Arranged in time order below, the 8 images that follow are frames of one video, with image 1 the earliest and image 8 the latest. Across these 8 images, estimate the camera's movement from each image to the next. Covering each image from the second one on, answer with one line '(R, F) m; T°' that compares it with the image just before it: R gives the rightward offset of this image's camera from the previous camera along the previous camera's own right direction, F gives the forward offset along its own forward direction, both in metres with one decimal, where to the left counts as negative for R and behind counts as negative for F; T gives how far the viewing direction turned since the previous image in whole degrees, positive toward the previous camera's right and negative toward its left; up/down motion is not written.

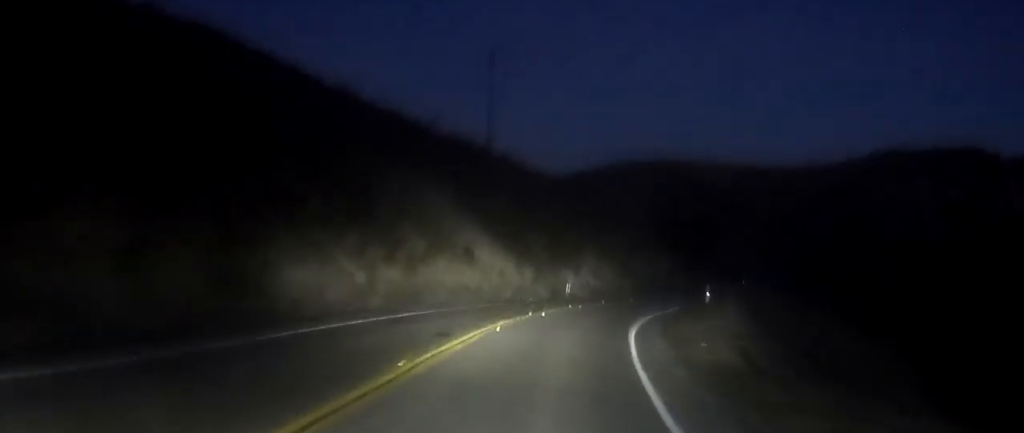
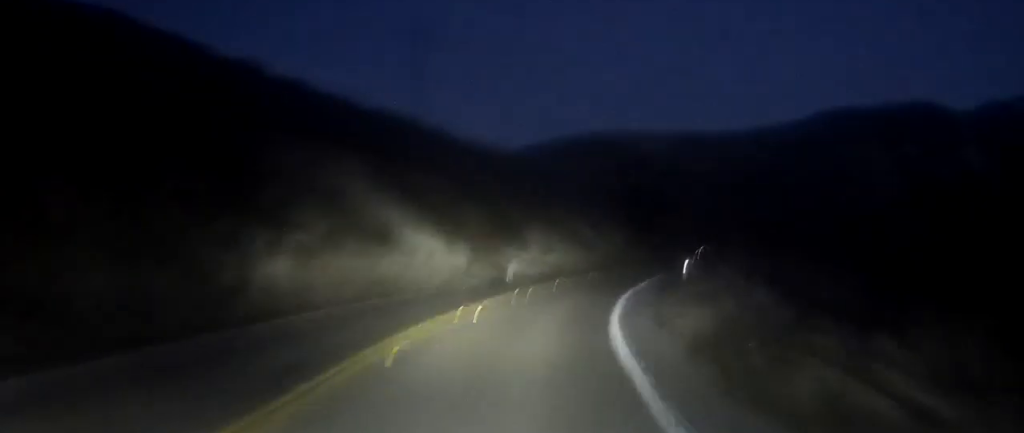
(-0.1, +7.9) m; 0°
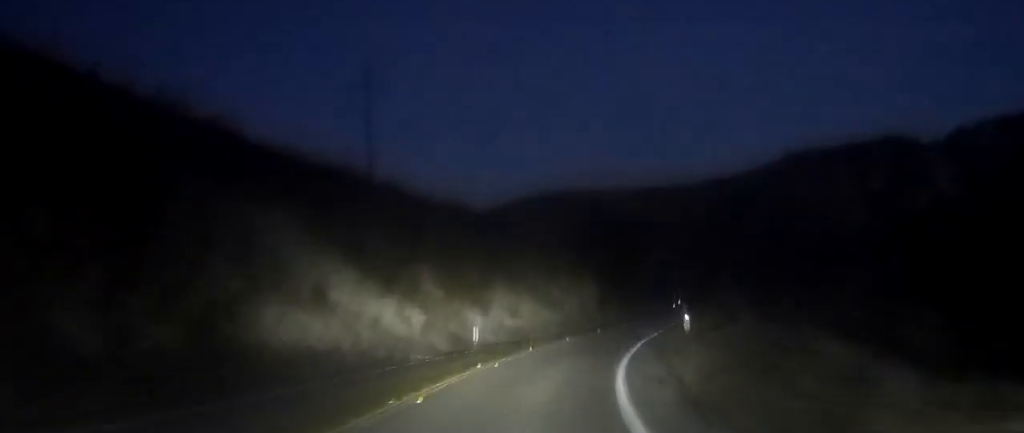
(-0.4, +5.8) m; +3°
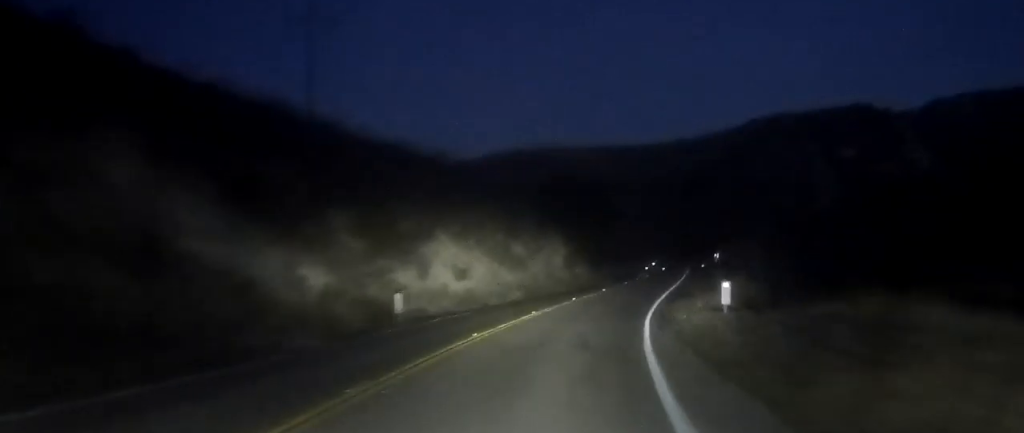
(+0.5, +10.5) m; +7°
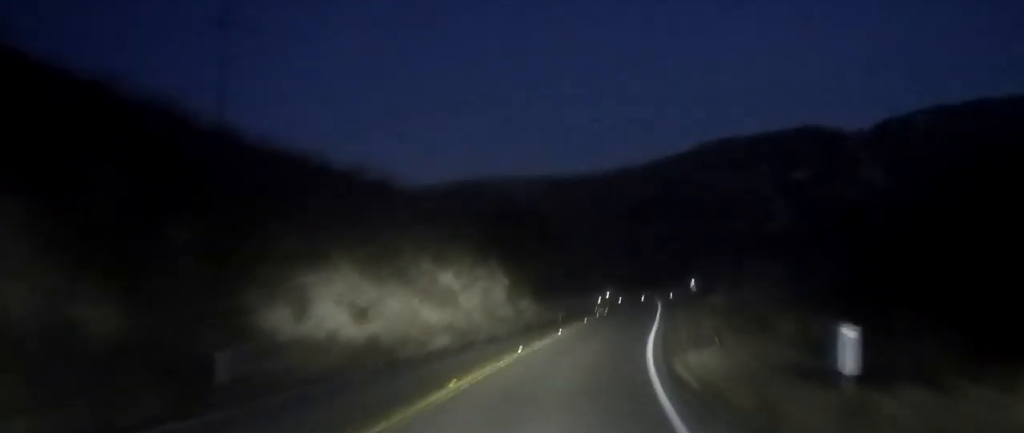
(+0.8, +10.1) m; +8°
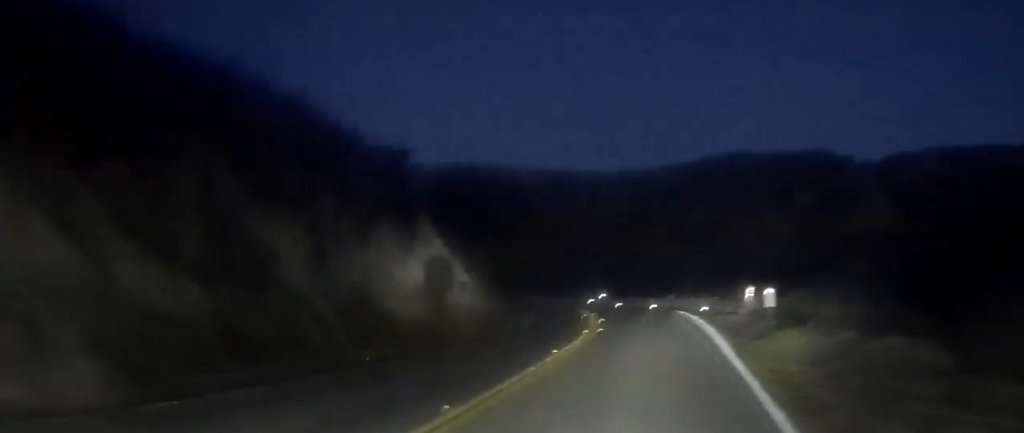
(+1.1, +19.9) m; +3°
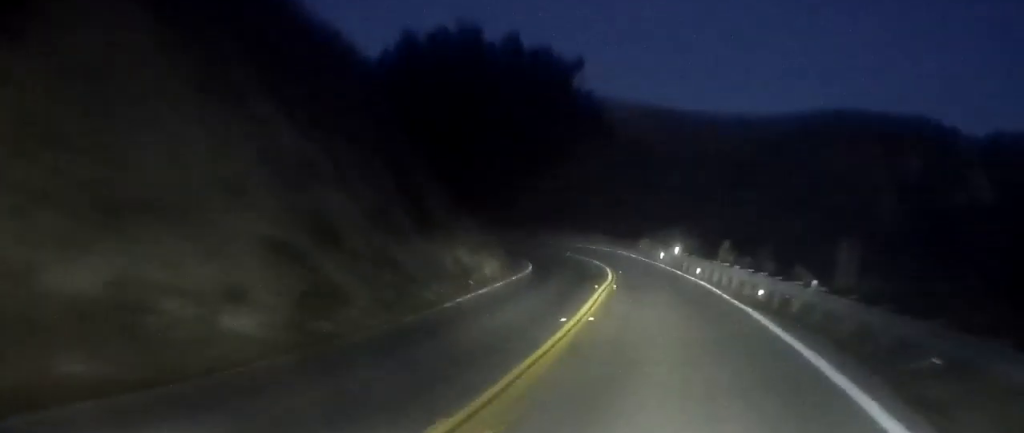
(-0.5, +25.0) m; -4°
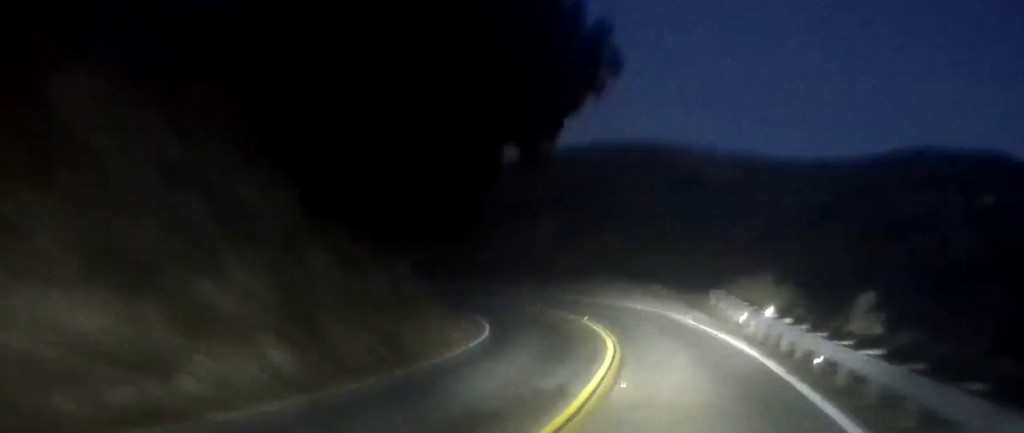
(-1.0, +17.2) m; -7°
